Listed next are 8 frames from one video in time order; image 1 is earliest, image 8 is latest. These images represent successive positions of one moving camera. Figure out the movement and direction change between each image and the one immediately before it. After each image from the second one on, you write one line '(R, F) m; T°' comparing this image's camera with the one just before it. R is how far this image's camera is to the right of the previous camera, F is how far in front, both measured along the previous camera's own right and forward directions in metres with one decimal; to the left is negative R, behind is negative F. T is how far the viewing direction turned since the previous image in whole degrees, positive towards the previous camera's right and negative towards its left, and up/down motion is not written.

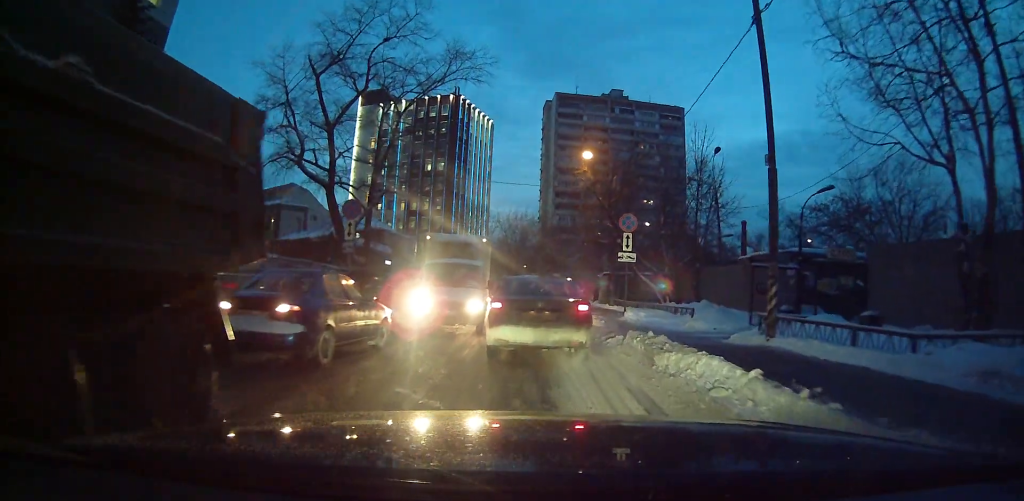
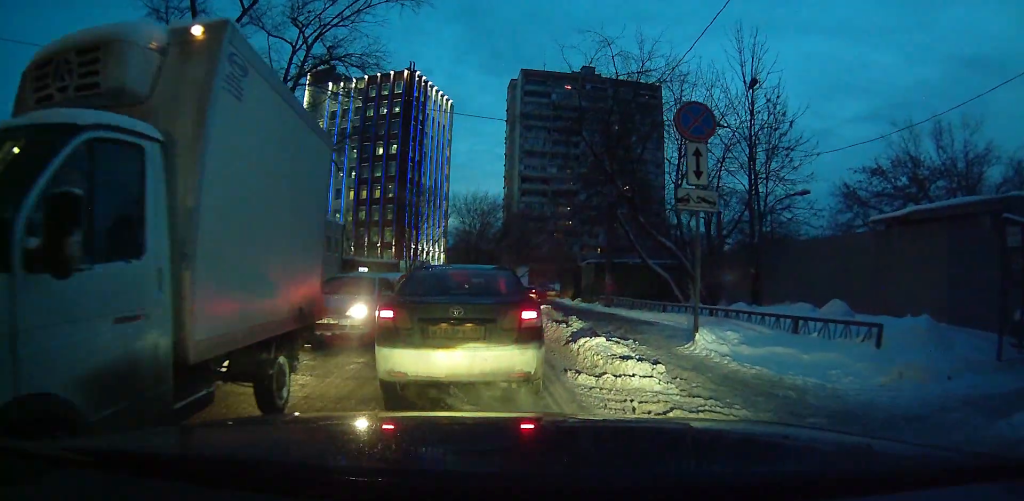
(-0.1, +11.4) m; 0°
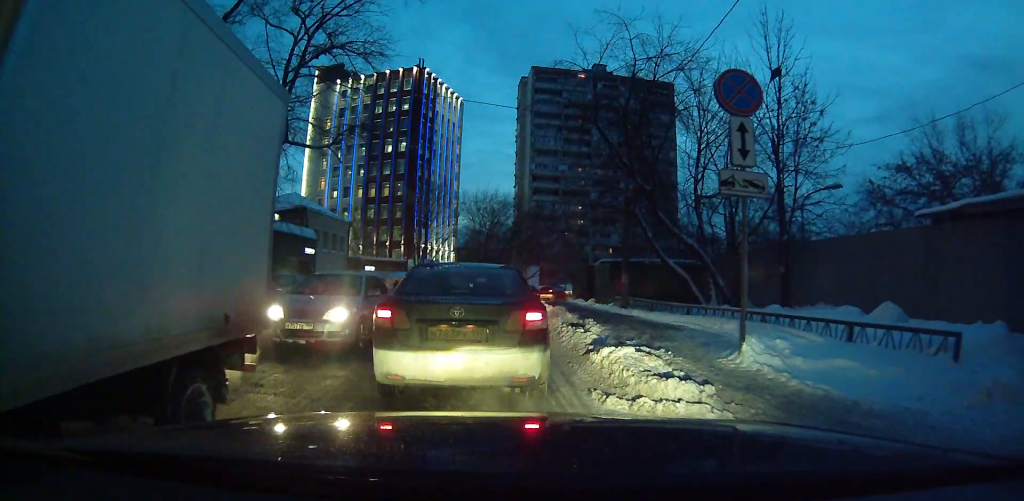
(0.0, +2.1) m; 0°
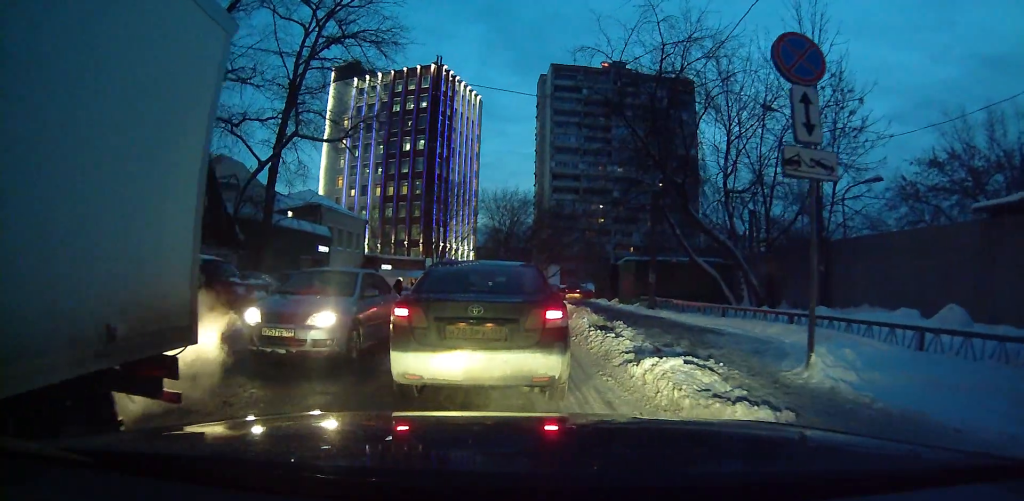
(0.0, +1.8) m; -1°
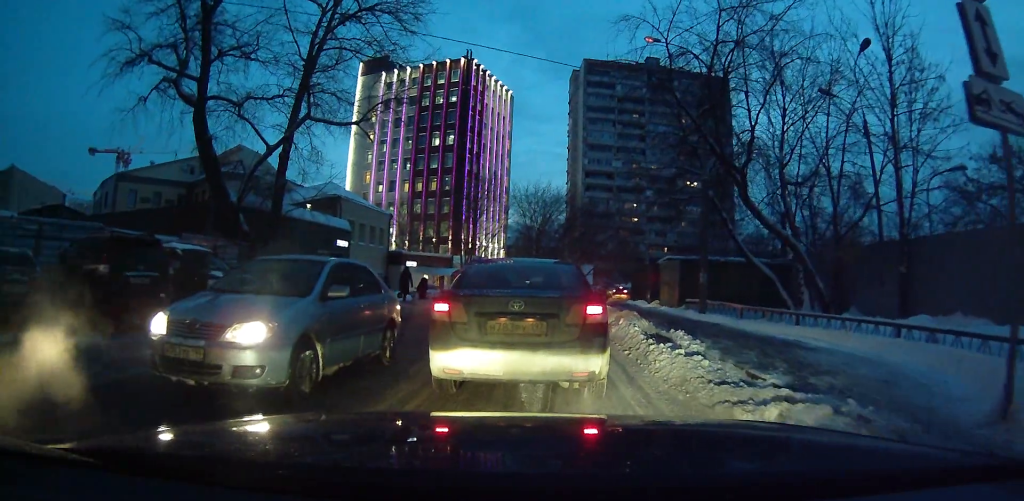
(-0.1, +3.1) m; -5°
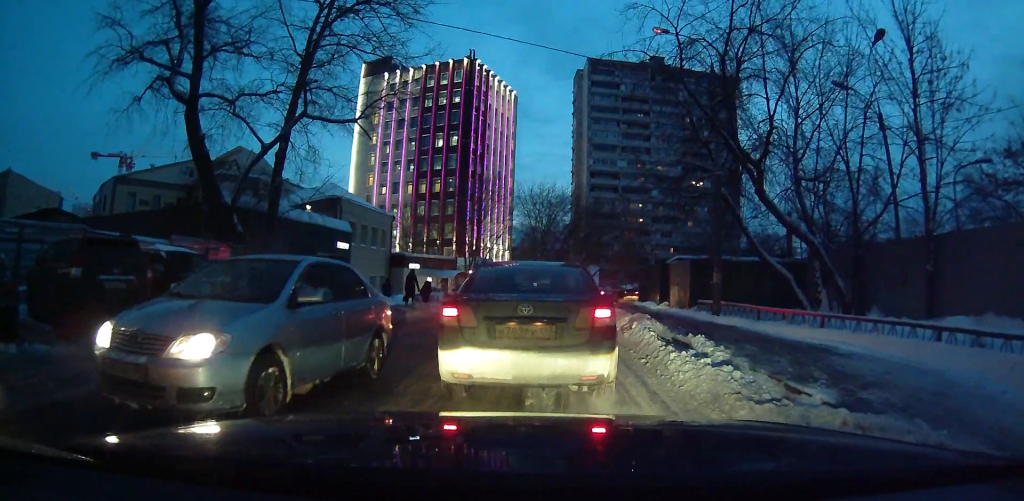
(0.0, +0.8) m; -1°
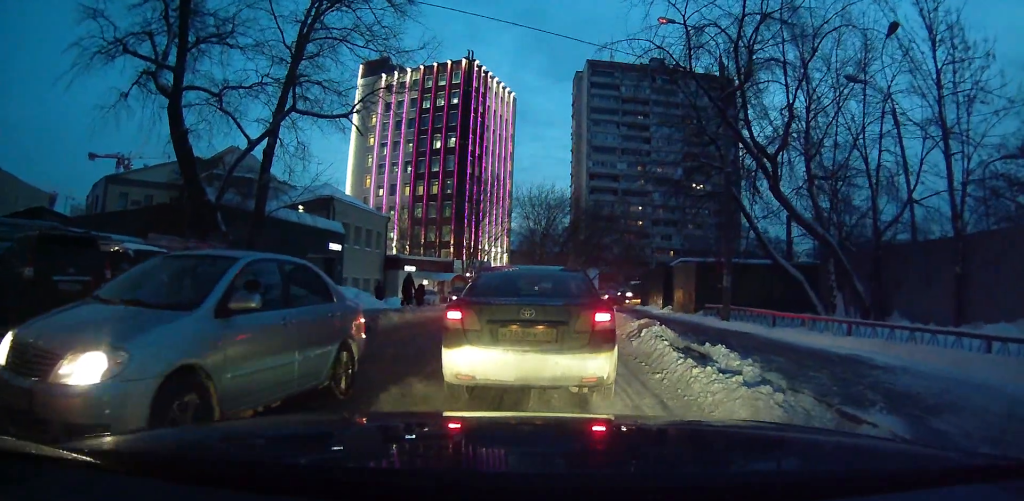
(0.0, +1.0) m; -1°
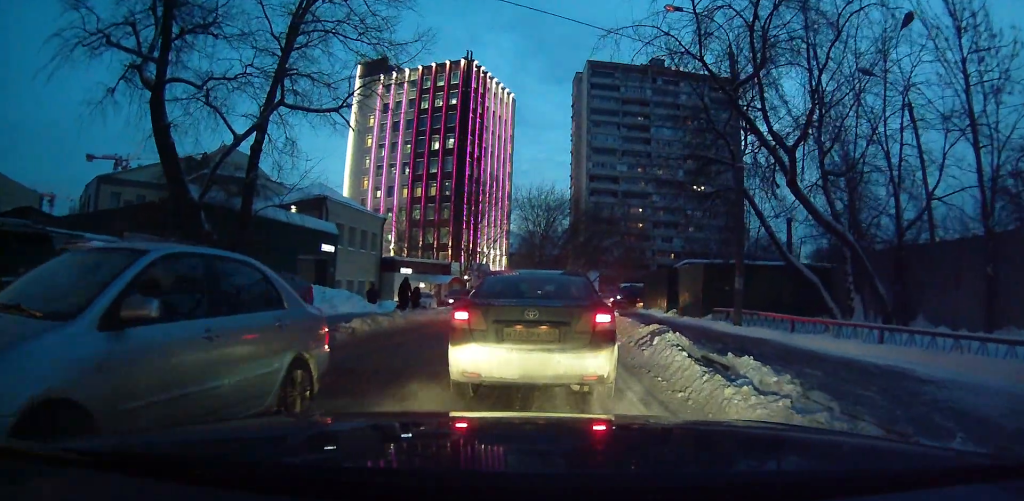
(0.0, +0.9) m; +1°
